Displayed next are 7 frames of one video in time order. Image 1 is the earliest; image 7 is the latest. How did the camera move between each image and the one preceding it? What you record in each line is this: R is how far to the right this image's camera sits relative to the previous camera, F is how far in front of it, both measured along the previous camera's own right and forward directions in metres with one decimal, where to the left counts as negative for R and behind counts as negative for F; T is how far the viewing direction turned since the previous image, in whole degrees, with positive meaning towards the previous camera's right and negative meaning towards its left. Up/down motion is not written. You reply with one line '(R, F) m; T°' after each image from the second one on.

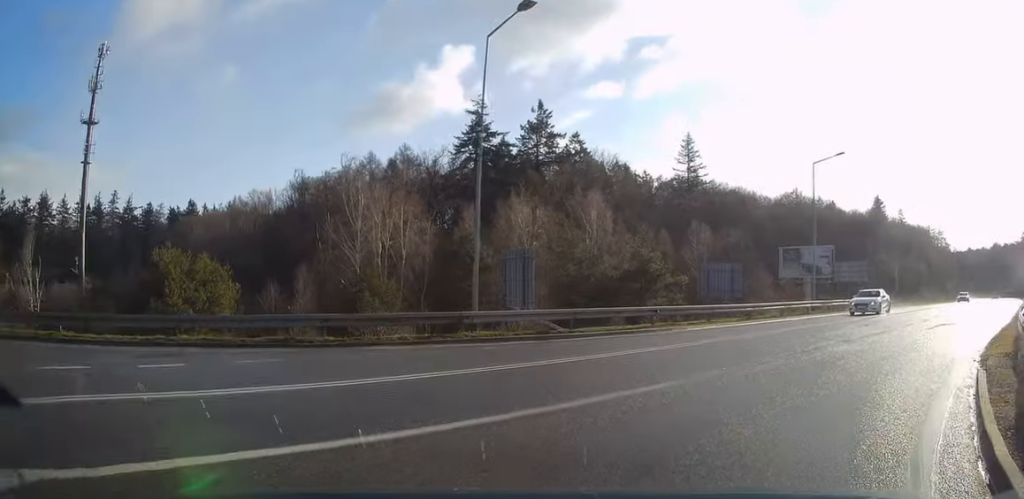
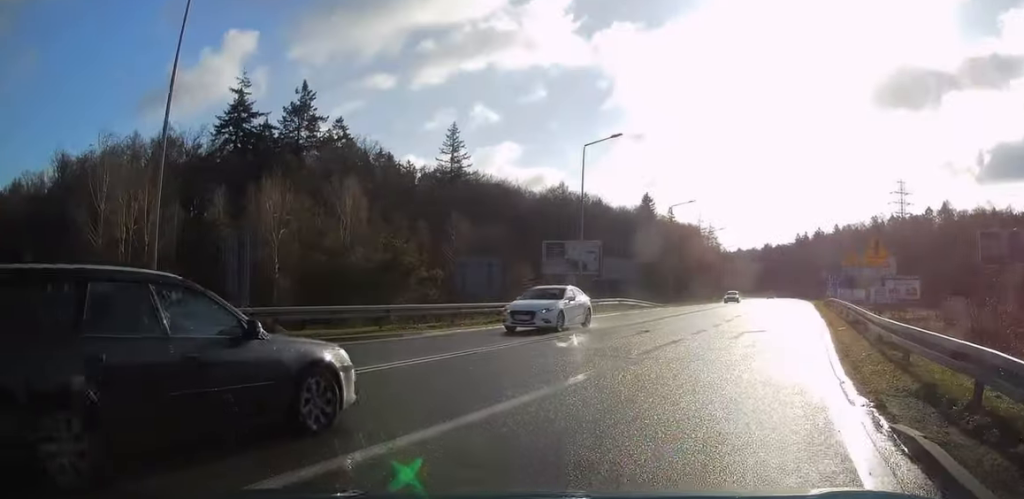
(+1.2, +4.9) m; +17°
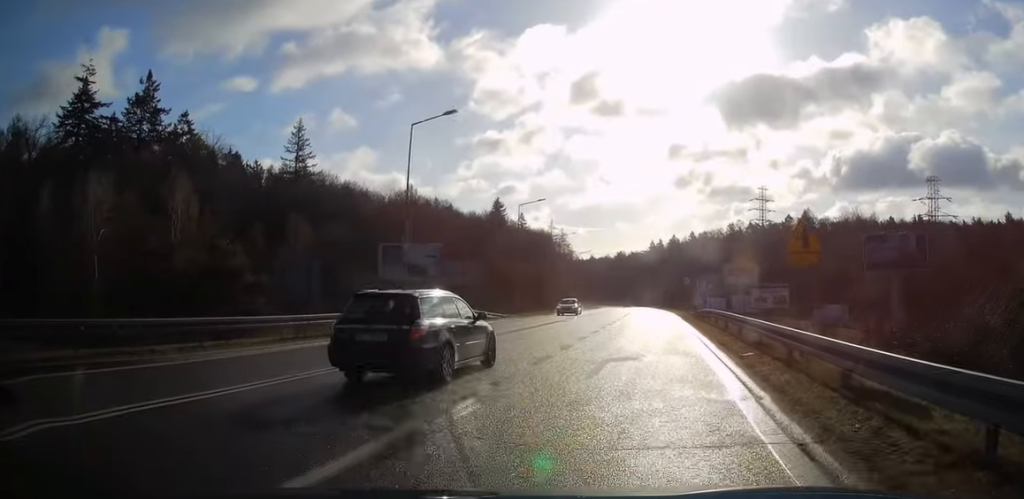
(+0.8, +6.1) m; +9°
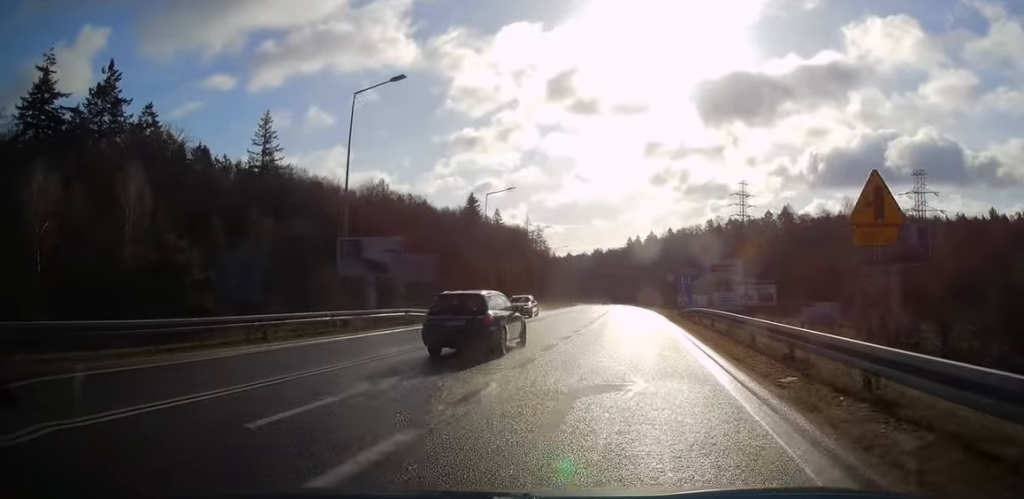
(+0.2, +4.5) m; +3°
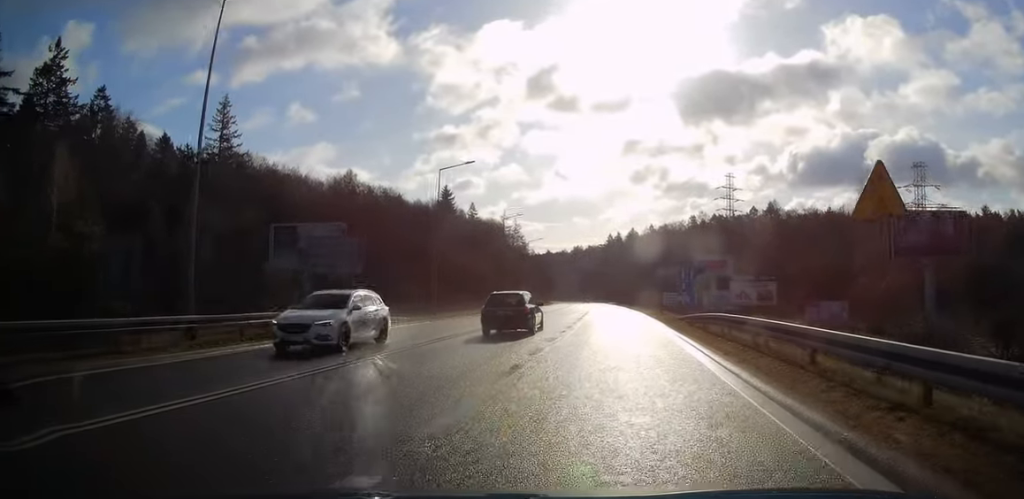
(+0.2, +9.2) m; +1°
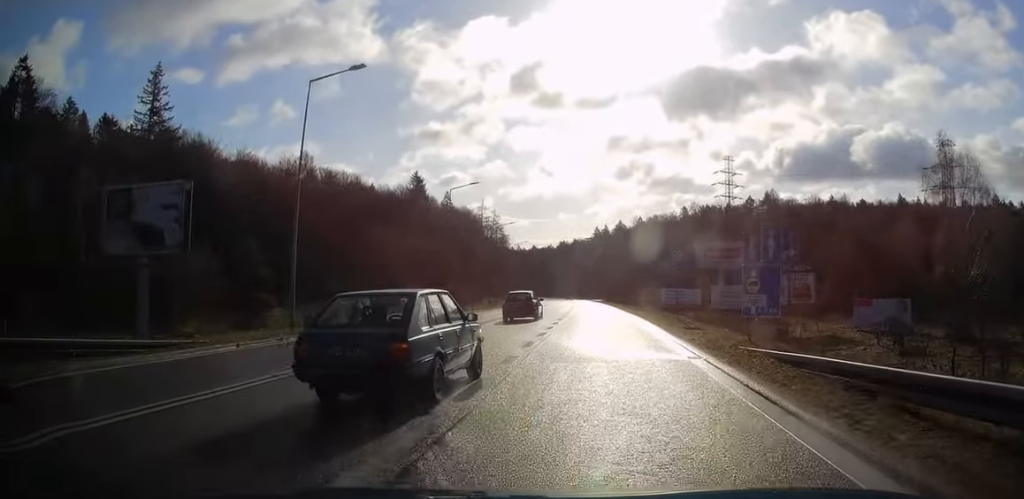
(+0.4, +18.2) m; +2°
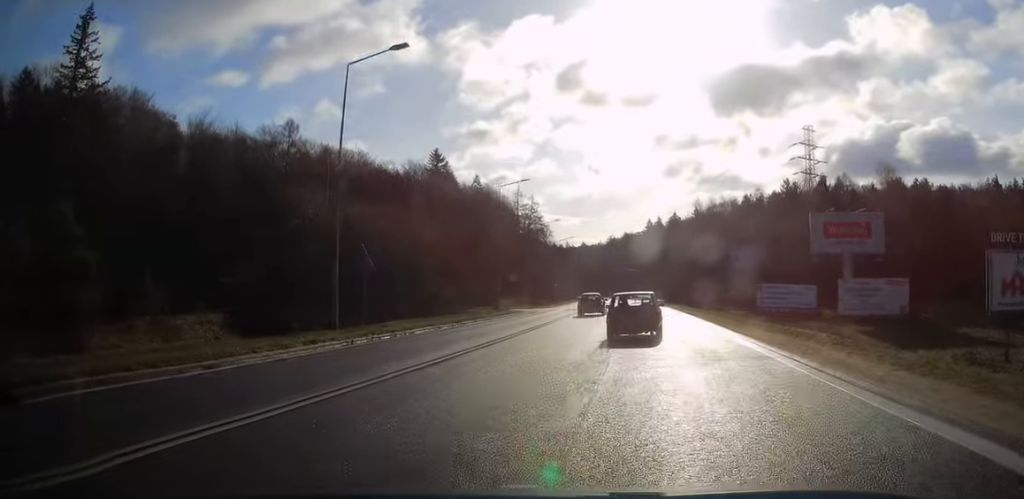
(-0.3, +29.3) m; -3°
